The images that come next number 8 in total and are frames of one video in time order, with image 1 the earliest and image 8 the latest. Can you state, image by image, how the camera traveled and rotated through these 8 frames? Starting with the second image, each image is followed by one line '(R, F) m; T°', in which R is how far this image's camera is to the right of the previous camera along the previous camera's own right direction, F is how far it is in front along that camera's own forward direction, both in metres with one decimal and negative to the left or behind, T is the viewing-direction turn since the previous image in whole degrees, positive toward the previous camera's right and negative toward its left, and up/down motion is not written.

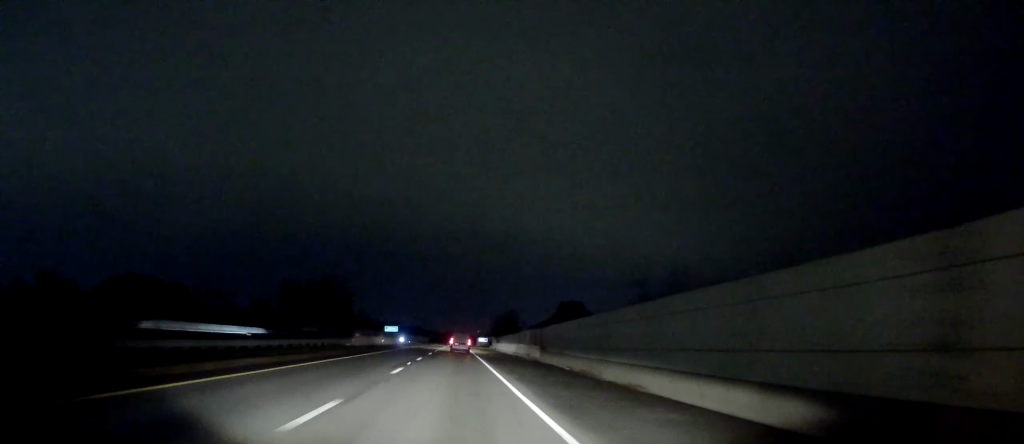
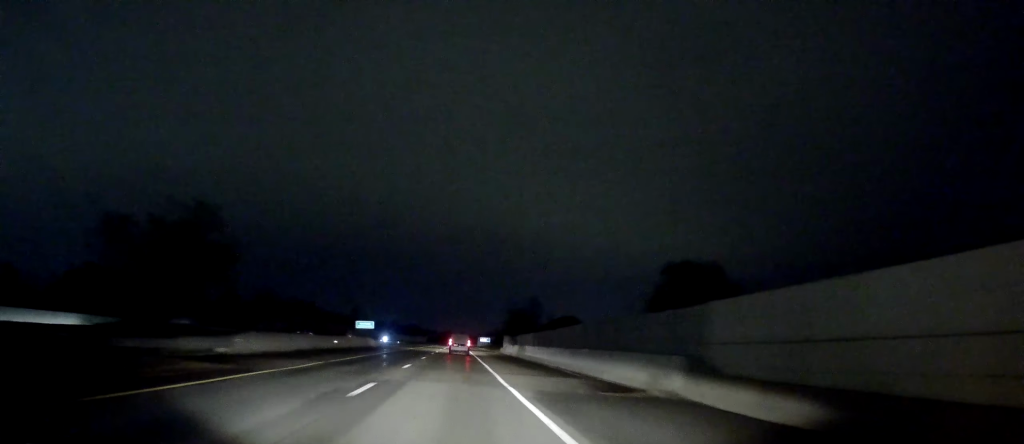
(-0.1, +31.1) m; 0°
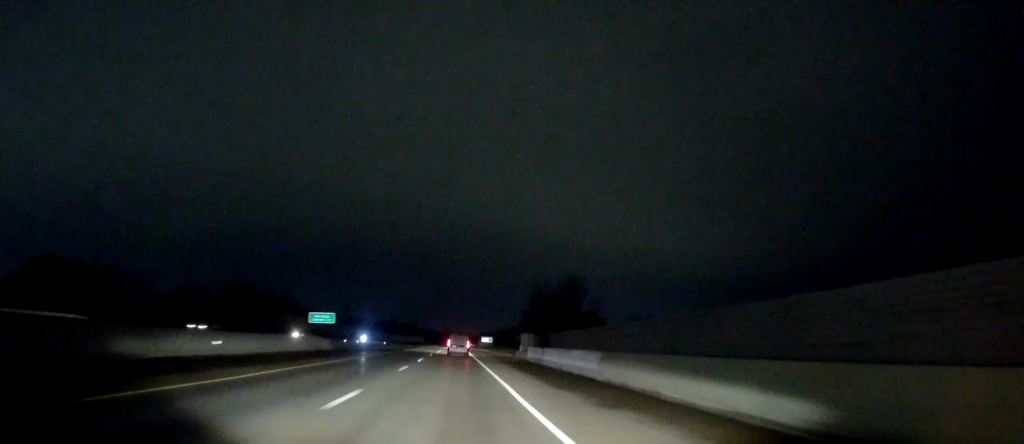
(+0.2, +25.7) m; 0°
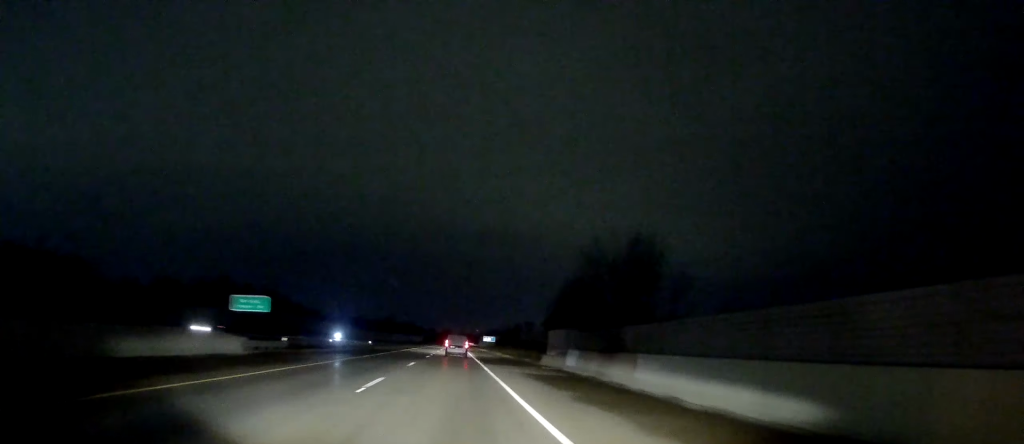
(+0.1, +20.2) m; -1°
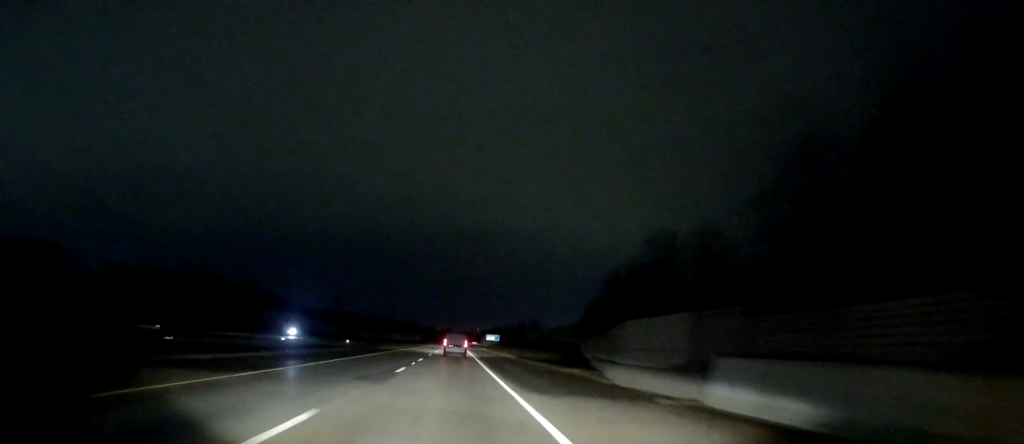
(-0.3, +21.3) m; 0°
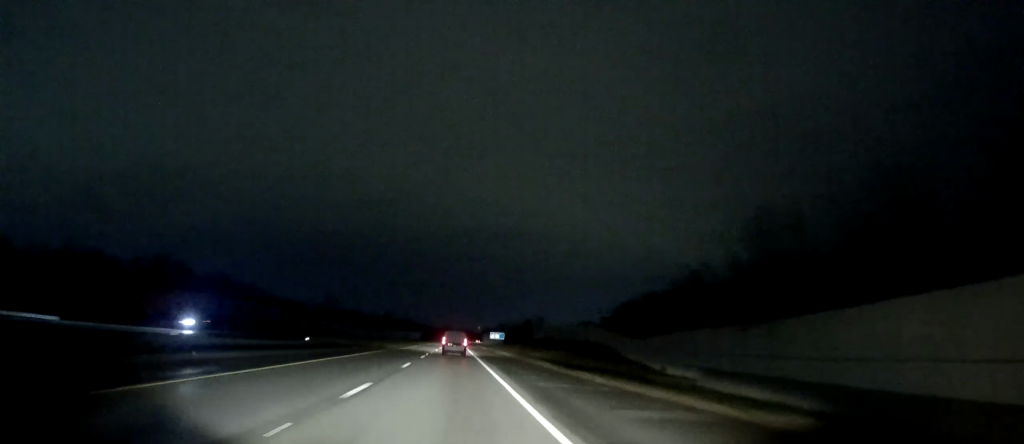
(-0.2, +22.5) m; 0°
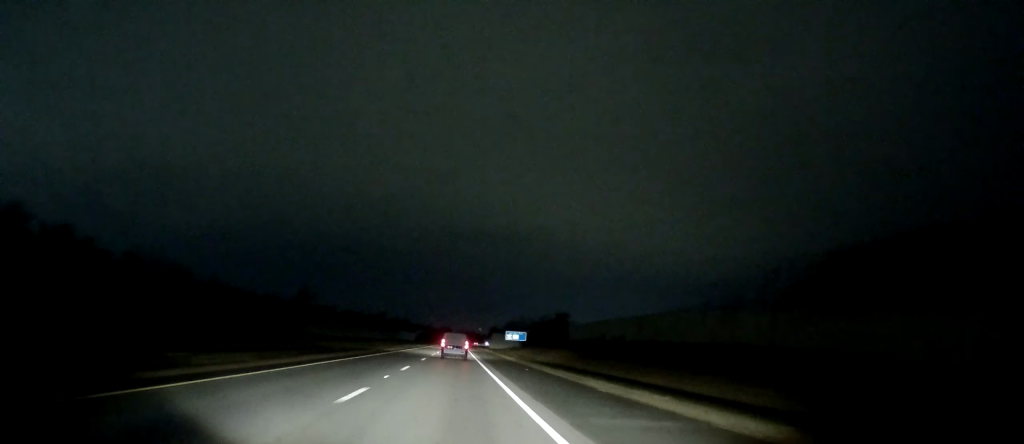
(+0.8, +62.0) m; +1°
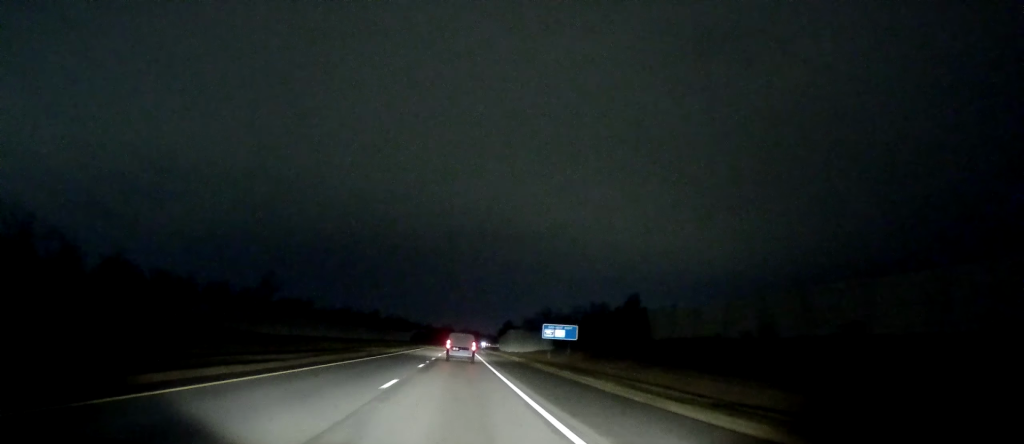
(+0.1, +57.4) m; 0°
